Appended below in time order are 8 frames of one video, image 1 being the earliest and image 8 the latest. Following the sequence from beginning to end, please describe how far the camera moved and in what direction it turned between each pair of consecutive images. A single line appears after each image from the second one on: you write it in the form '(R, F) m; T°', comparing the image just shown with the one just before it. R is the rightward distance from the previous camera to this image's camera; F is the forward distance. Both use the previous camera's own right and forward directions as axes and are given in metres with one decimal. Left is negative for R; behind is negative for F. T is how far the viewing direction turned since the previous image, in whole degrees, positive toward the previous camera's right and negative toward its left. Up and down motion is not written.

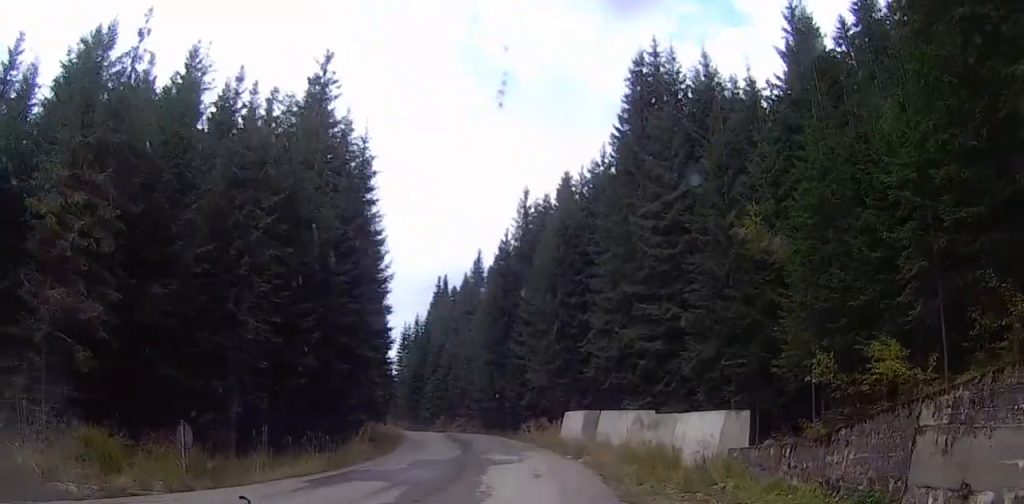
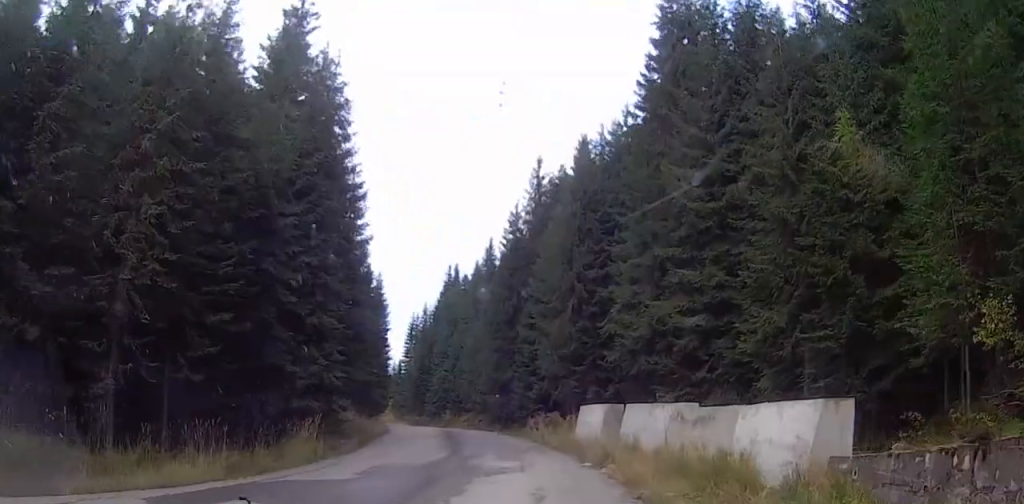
(+0.1, +6.9) m; -4°
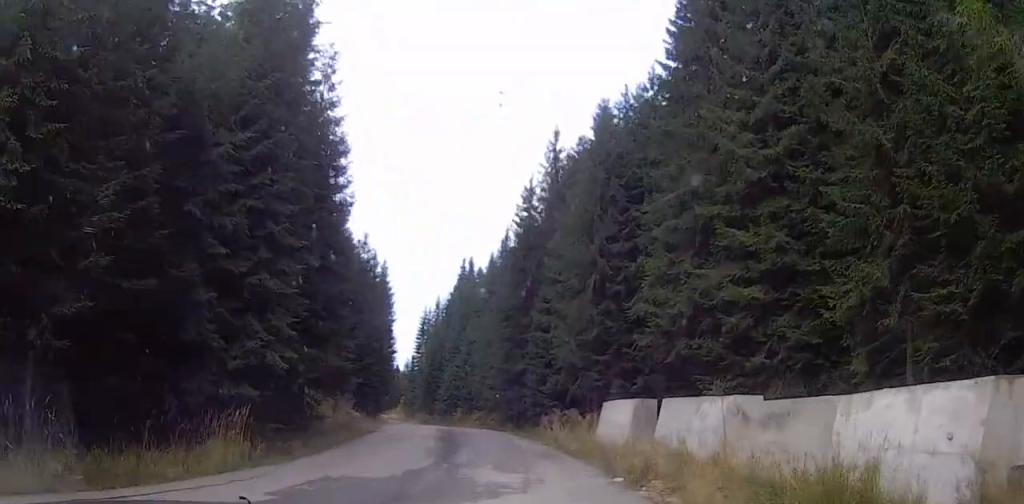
(-0.4, +5.9) m; -1°
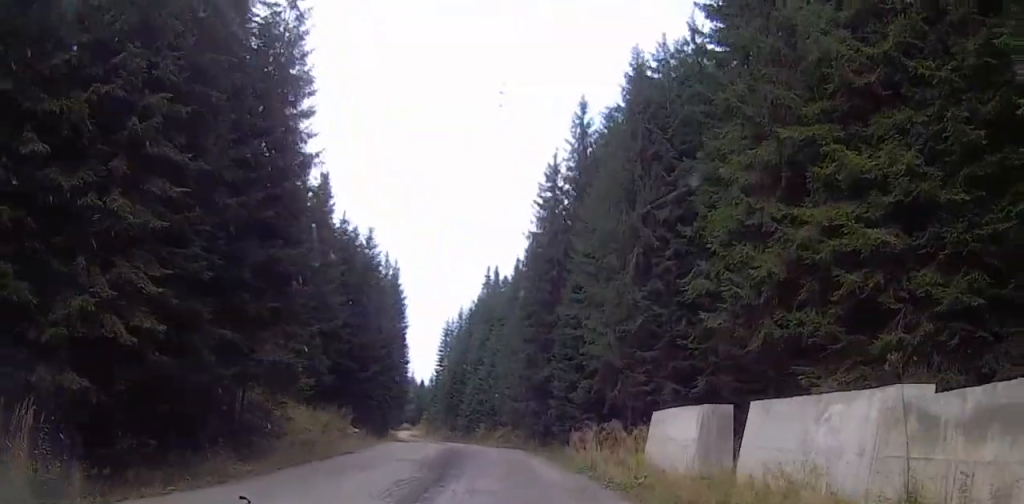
(-0.2, +8.0) m; -1°
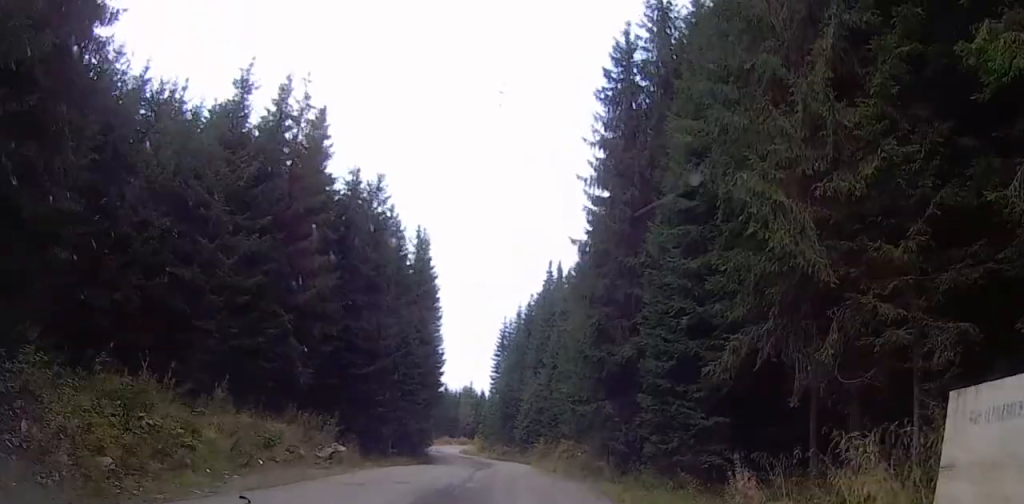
(-0.7, +16.2) m; -8°
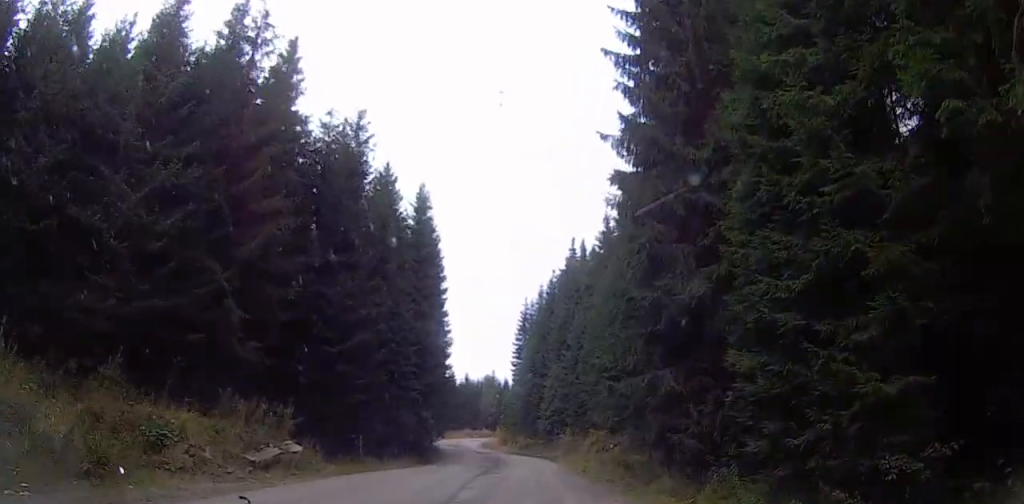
(-0.2, +8.7) m; -5°
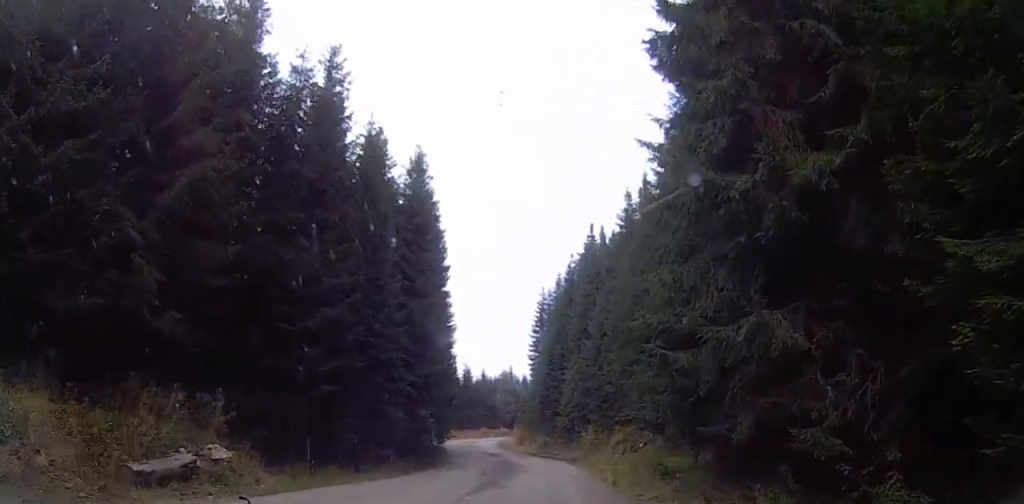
(-0.1, +6.7) m; -2°
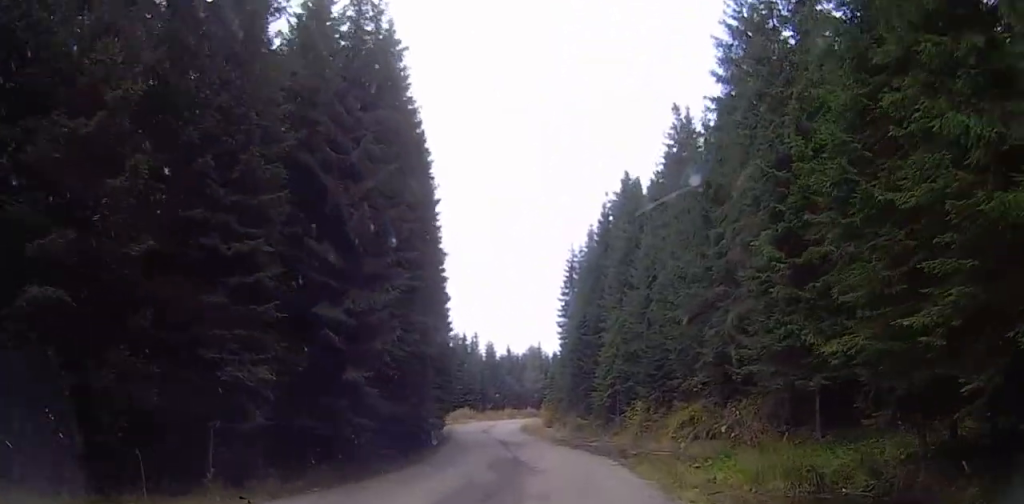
(-0.2, +15.6) m; +3°
